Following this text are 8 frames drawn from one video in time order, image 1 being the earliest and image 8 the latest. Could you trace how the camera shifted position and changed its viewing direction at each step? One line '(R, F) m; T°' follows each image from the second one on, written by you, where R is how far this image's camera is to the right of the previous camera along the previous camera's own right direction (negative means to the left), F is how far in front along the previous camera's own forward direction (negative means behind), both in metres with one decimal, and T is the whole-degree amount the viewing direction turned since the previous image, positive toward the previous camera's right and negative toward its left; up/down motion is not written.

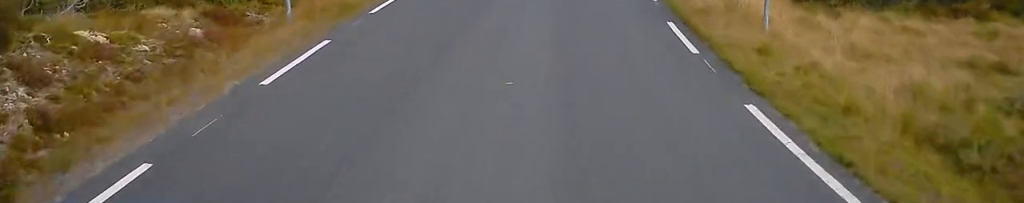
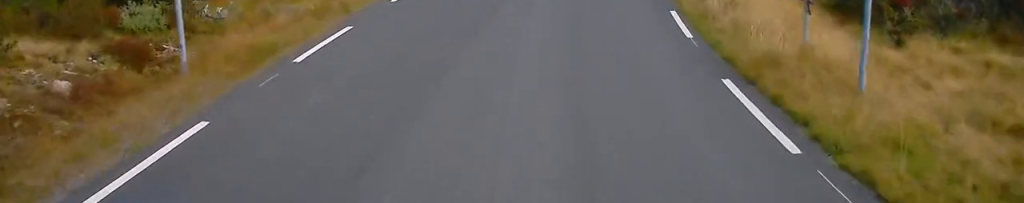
(0.0, +4.6) m; 0°
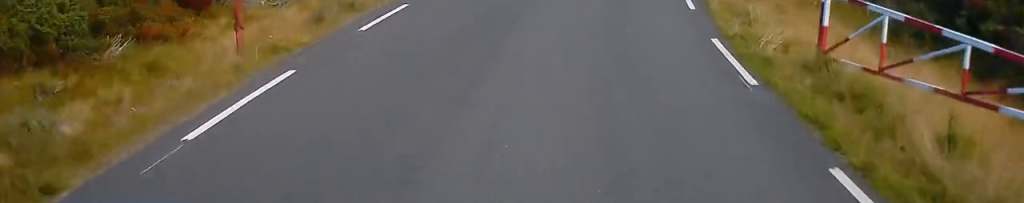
(0.0, +9.4) m; +3°
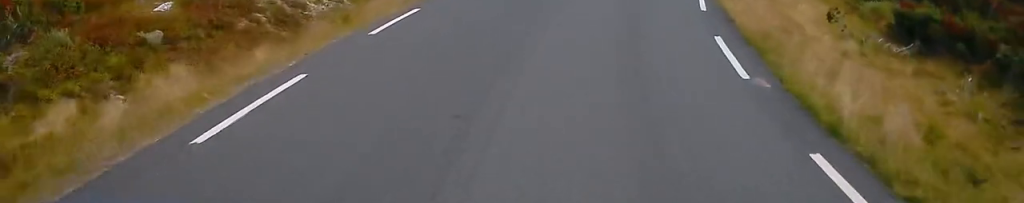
(+0.6, +11.7) m; +6°
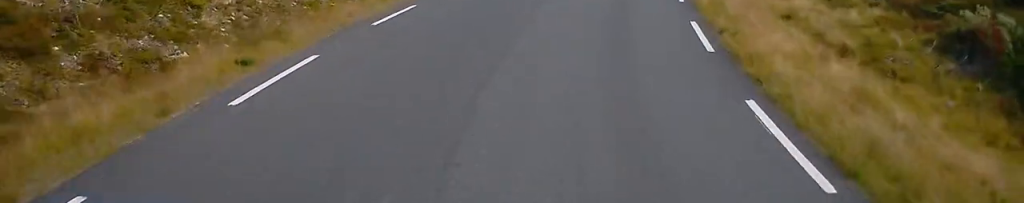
(+1.3, +16.3) m; +8°
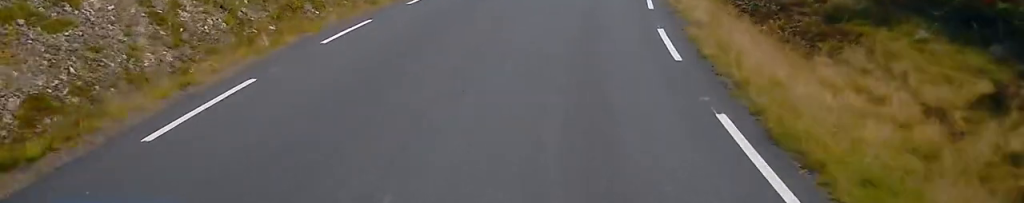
(+0.5, +12.7) m; +5°
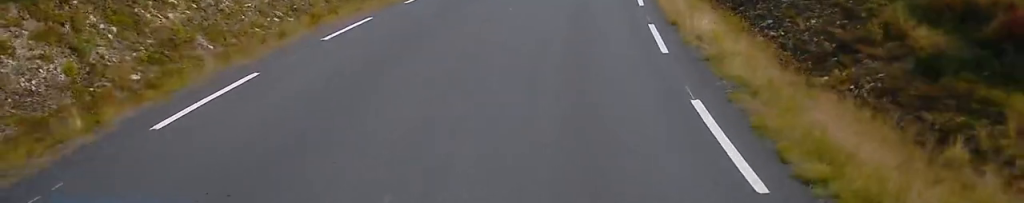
(+0.1, +5.3) m; +2°
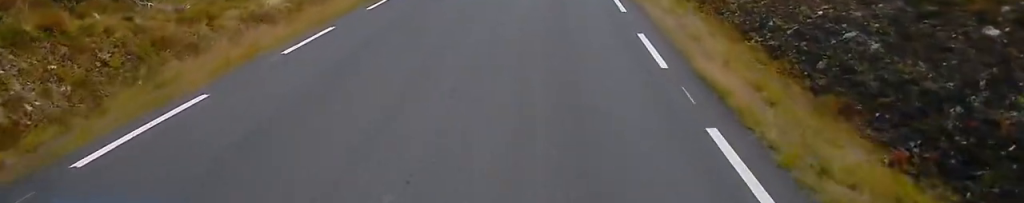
(+0.8, +13.1) m; +5°
